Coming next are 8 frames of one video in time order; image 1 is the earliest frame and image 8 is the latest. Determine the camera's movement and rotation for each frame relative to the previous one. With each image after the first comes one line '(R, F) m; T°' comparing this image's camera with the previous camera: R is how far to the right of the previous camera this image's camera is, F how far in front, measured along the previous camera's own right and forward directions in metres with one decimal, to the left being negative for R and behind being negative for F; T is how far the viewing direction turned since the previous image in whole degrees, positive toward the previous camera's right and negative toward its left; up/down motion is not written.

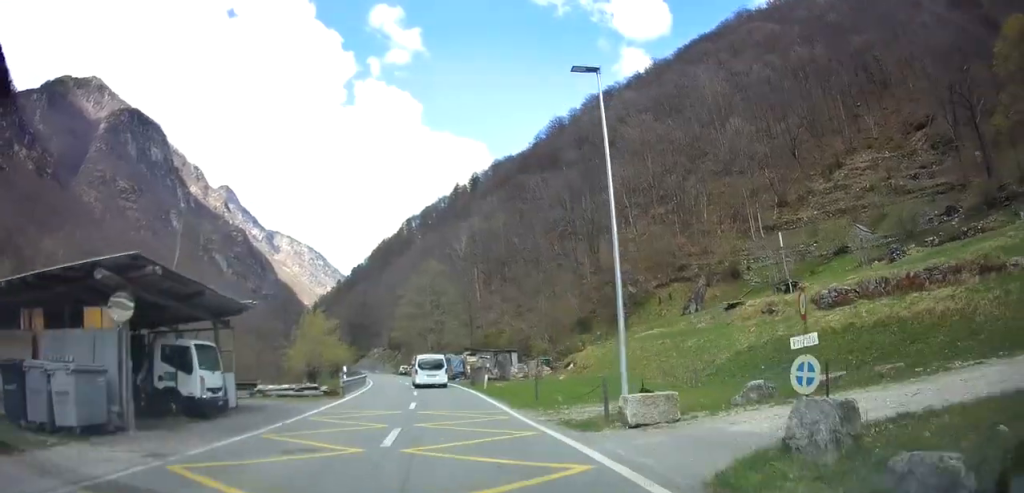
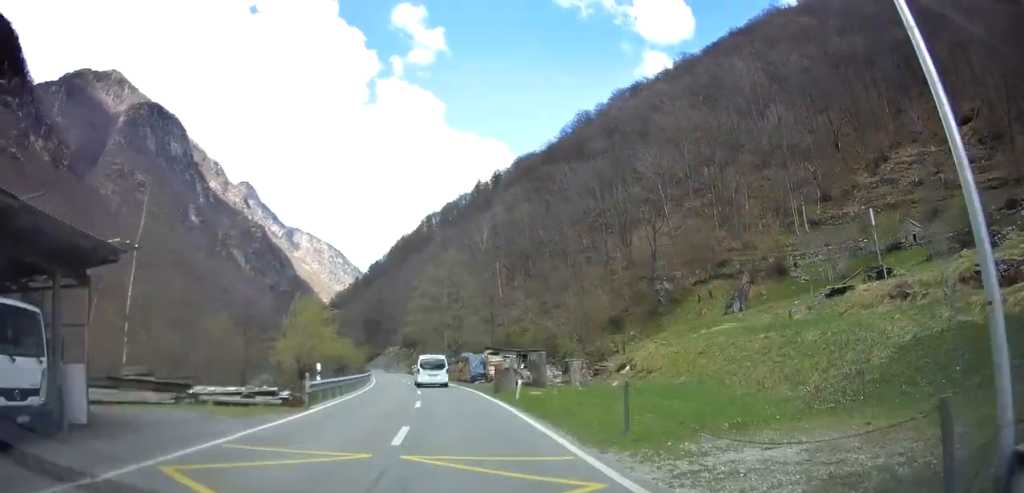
(-0.3, +8.6) m; -1°
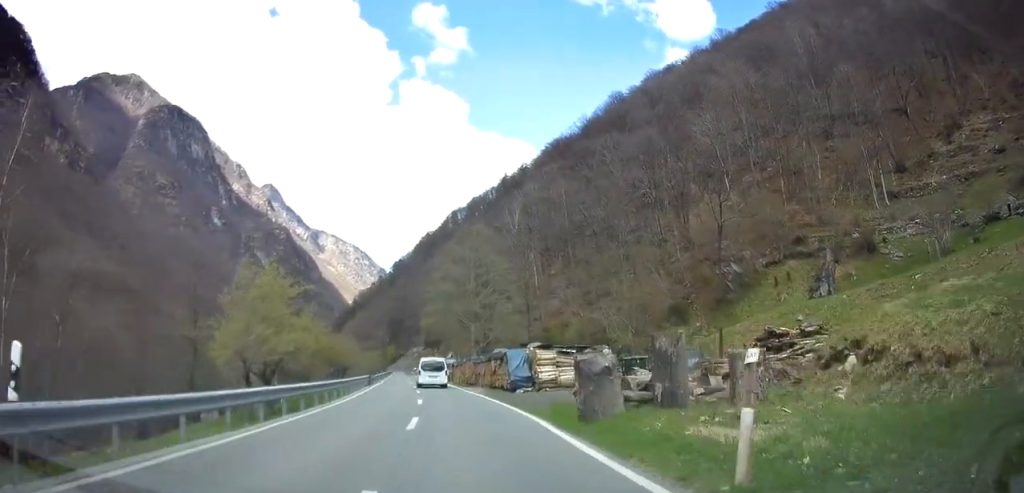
(-0.1, +15.2) m; -2°
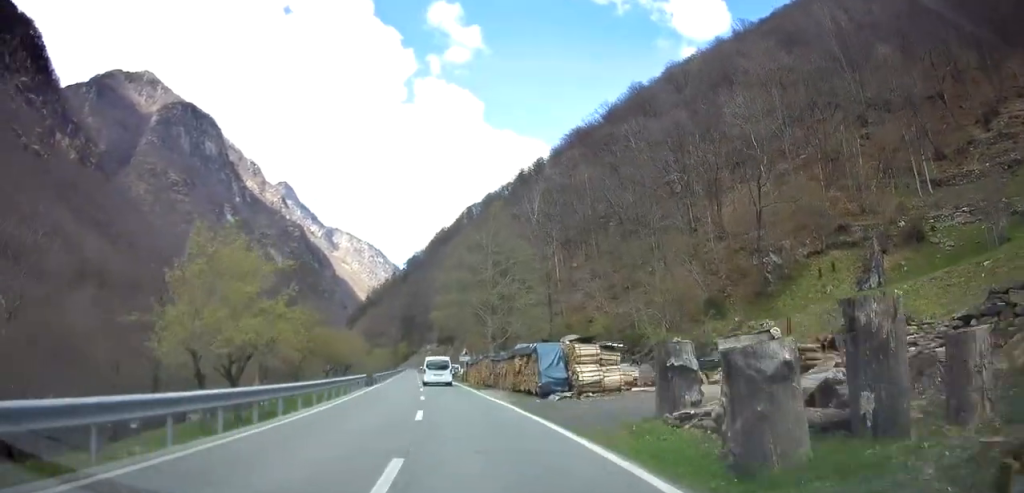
(0.0, +6.6) m; -1°
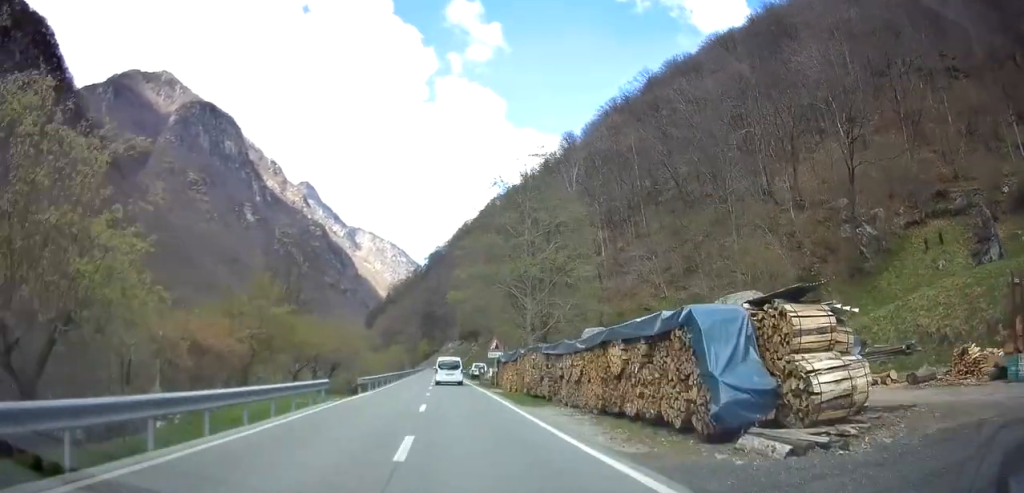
(-0.6, +14.8) m; -3°
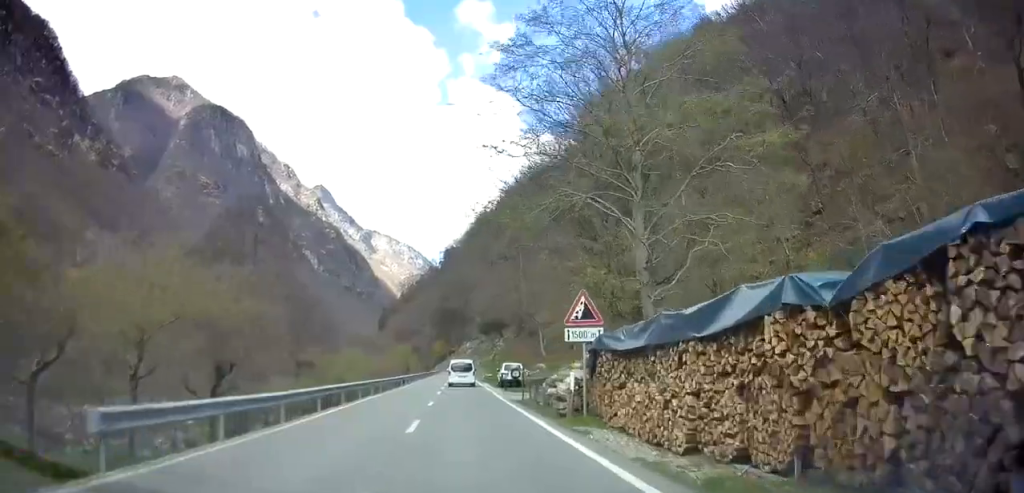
(-0.4, +22.0) m; -2°
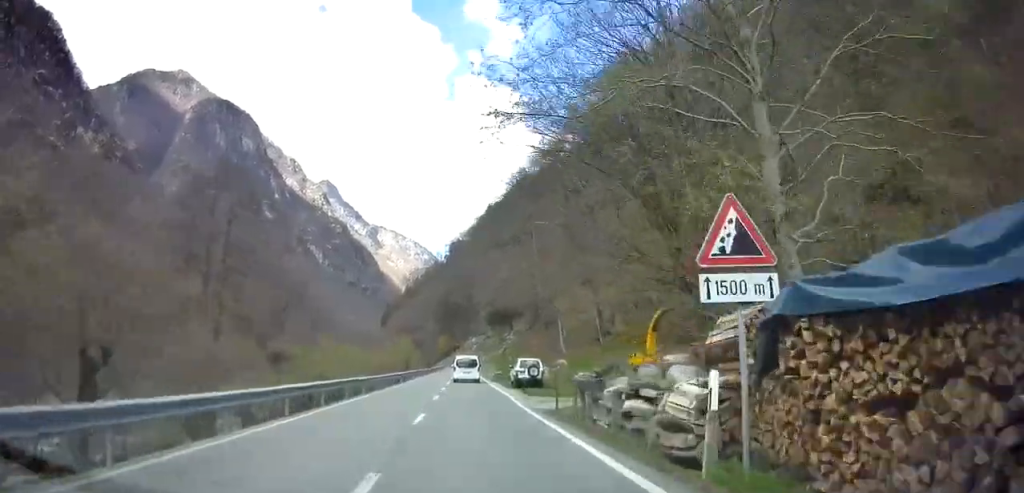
(0.0, +7.3) m; -1°
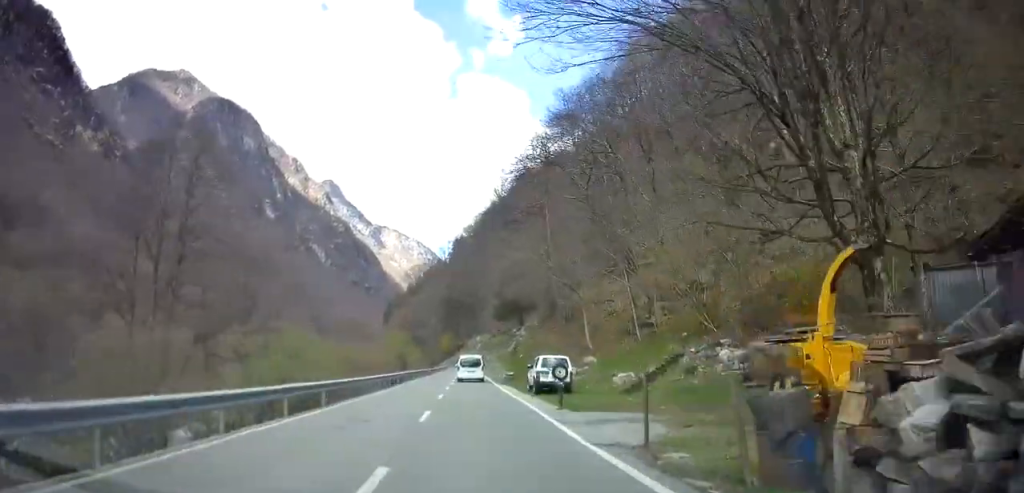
(-0.2, +8.0) m; 0°
